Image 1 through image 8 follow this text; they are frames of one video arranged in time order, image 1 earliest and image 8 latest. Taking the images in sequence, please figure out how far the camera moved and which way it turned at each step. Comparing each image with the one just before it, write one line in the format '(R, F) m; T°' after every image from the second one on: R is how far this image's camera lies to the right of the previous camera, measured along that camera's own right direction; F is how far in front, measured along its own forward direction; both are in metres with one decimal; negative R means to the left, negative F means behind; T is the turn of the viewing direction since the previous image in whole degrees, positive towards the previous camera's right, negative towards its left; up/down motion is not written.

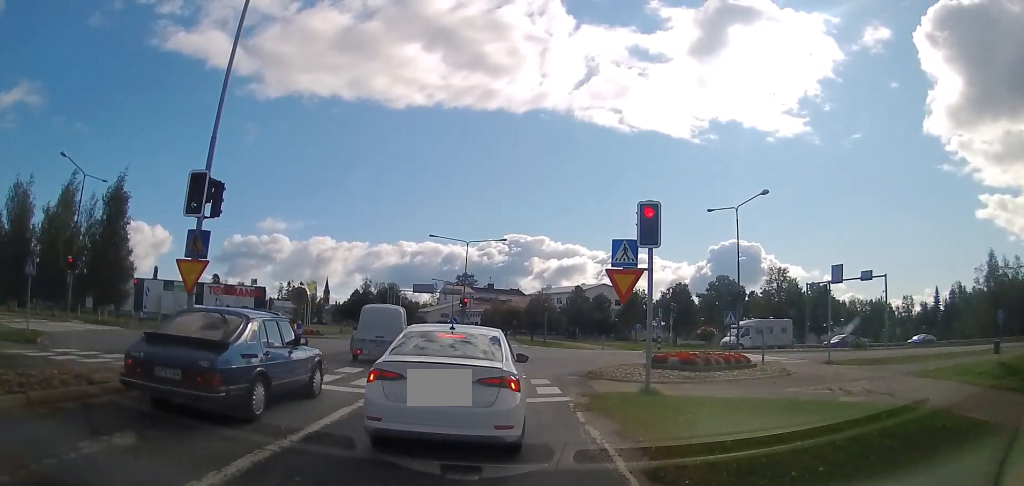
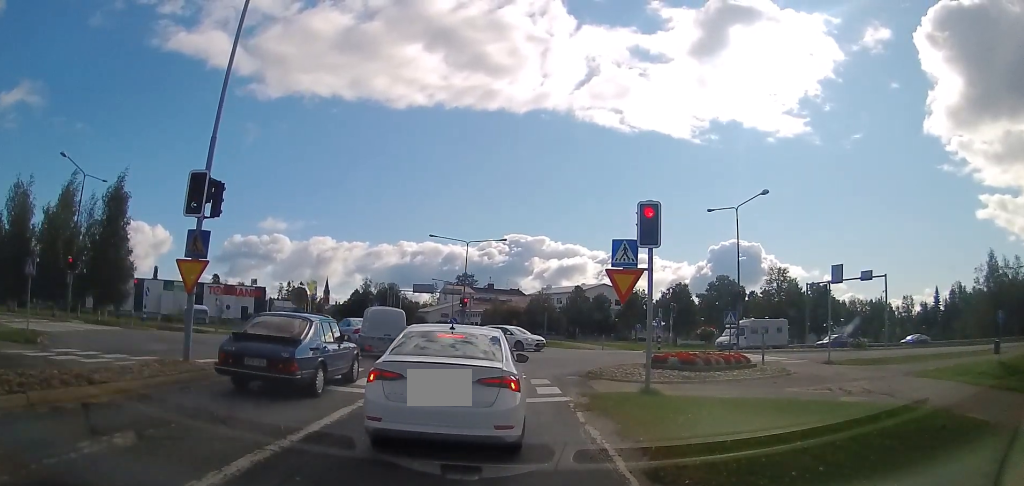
(0.0, 0.0) m; 0°
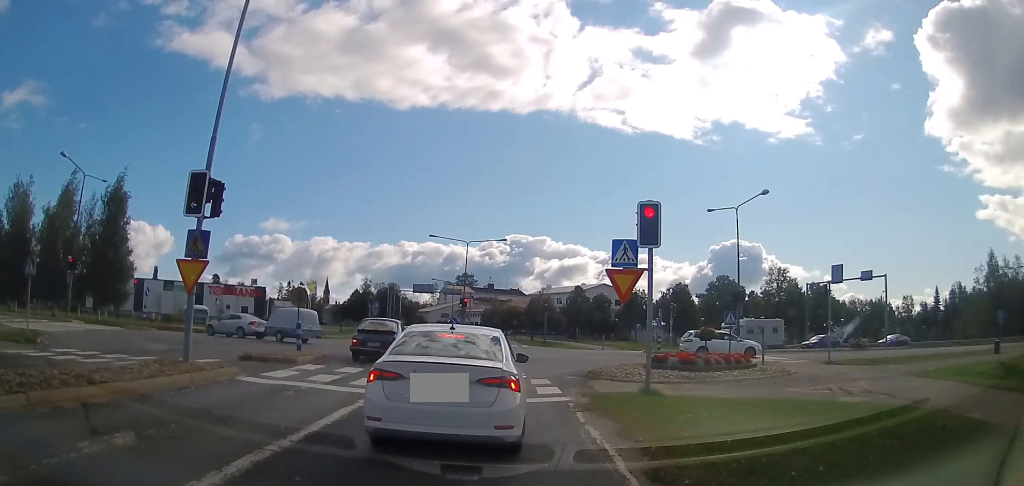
(0.0, 0.0) m; 0°
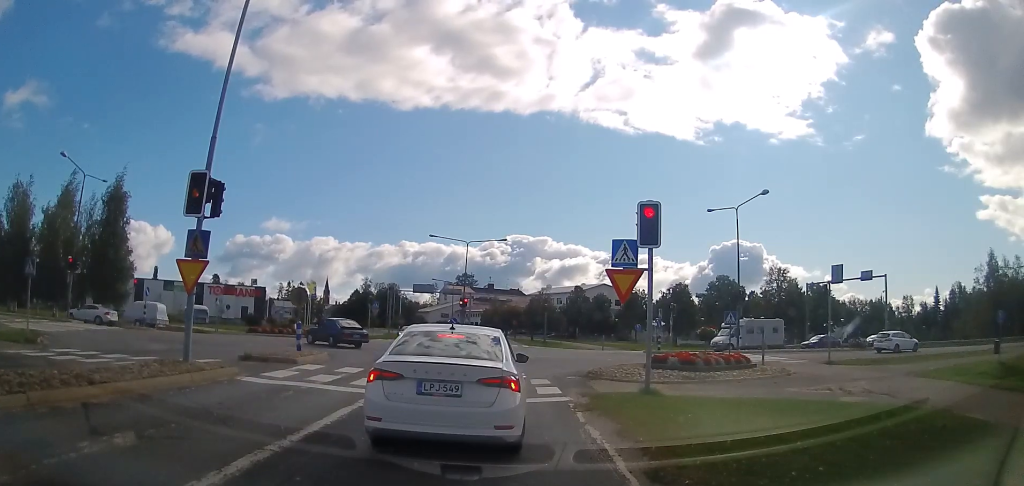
(0.0, 0.0) m; 0°
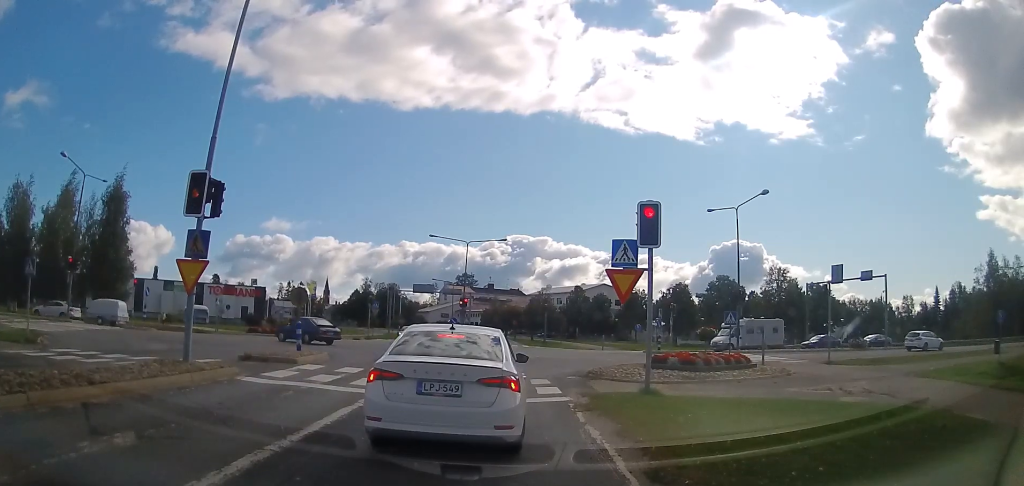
(0.0, 0.0) m; 0°
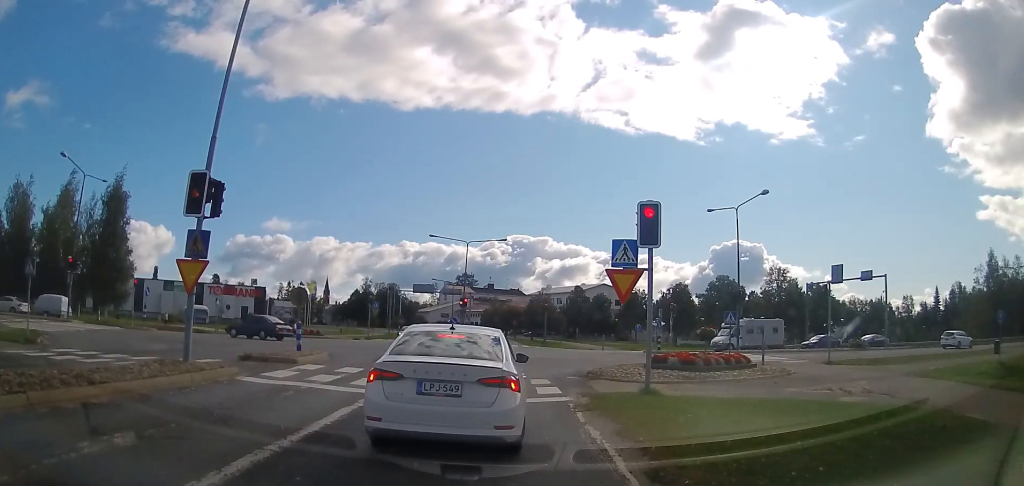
(0.0, 0.0) m; 0°
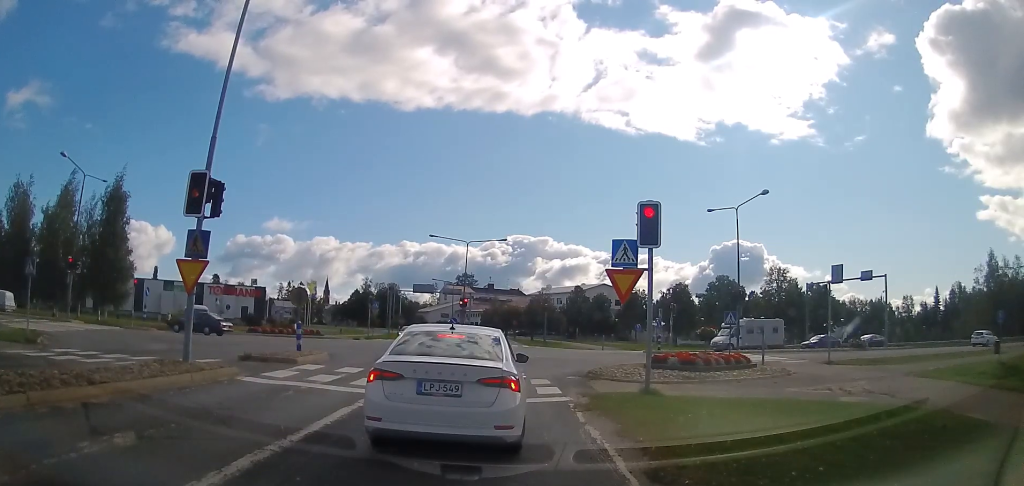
(0.0, 0.0) m; 0°
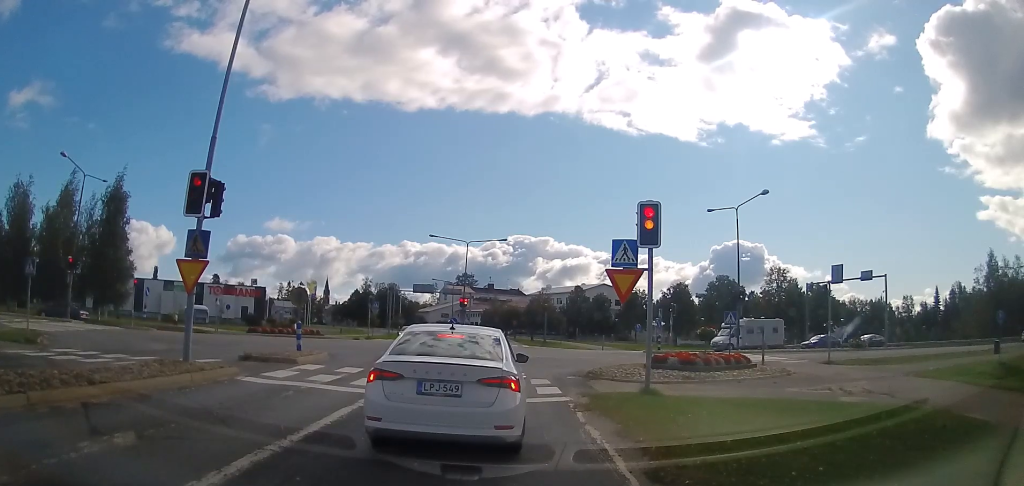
(0.0, 0.0) m; 0°
